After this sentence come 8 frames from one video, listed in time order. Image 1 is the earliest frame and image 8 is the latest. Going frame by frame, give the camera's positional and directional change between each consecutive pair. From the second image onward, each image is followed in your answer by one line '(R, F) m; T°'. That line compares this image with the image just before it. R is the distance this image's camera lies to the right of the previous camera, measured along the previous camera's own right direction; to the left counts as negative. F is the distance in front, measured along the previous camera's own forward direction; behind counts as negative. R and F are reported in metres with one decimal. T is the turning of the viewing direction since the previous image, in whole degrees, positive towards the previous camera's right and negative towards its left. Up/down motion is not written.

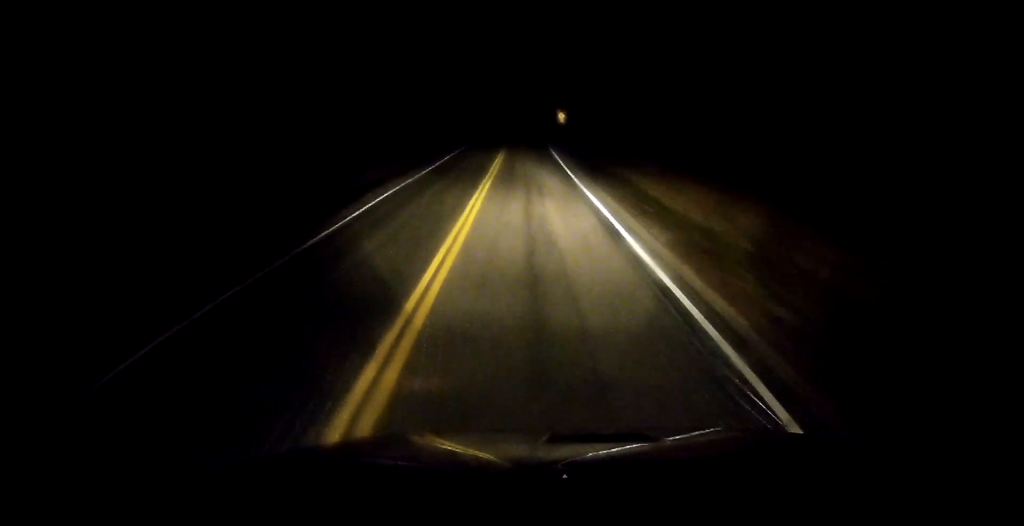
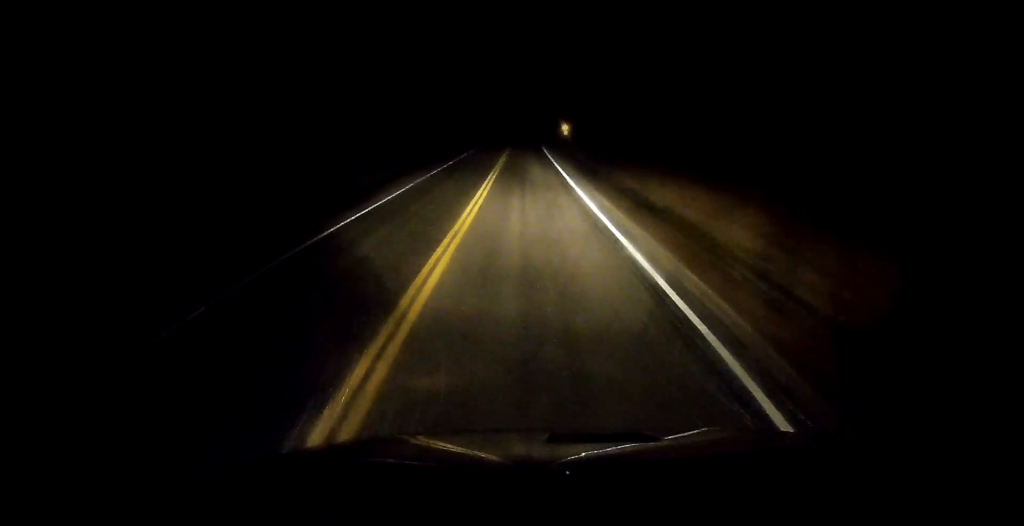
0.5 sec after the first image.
(-0.3, +11.2) m; -1°
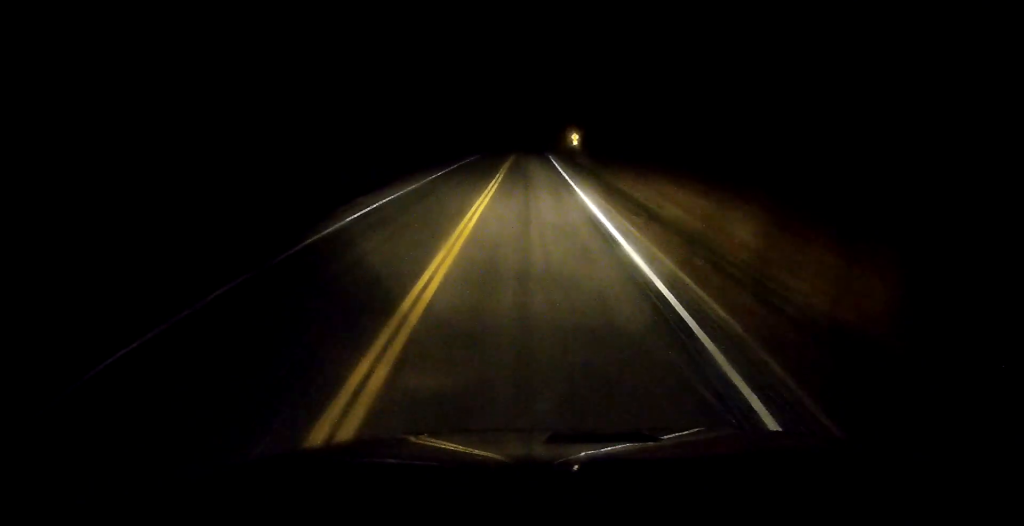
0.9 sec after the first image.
(-0.1, +11.2) m; -1°
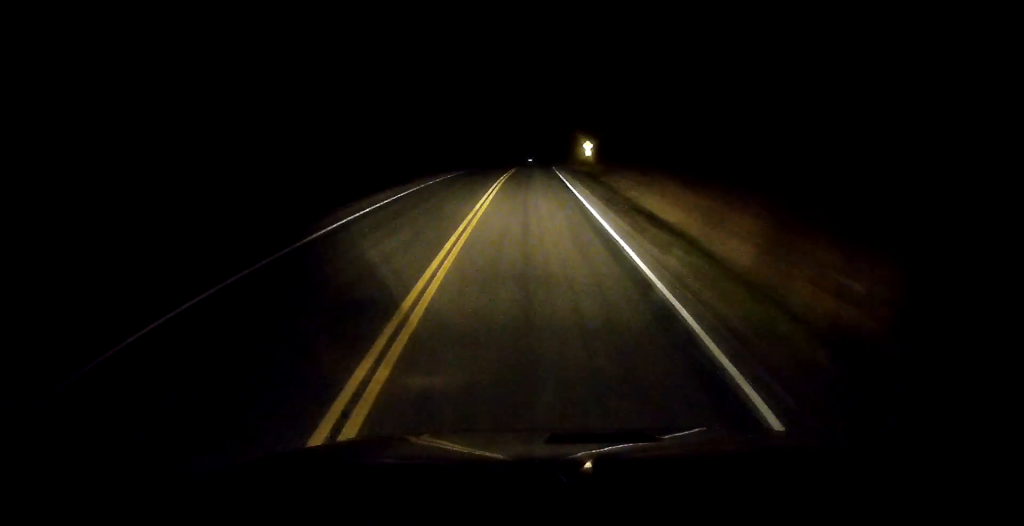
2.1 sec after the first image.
(+0.3, +26.4) m; +2°
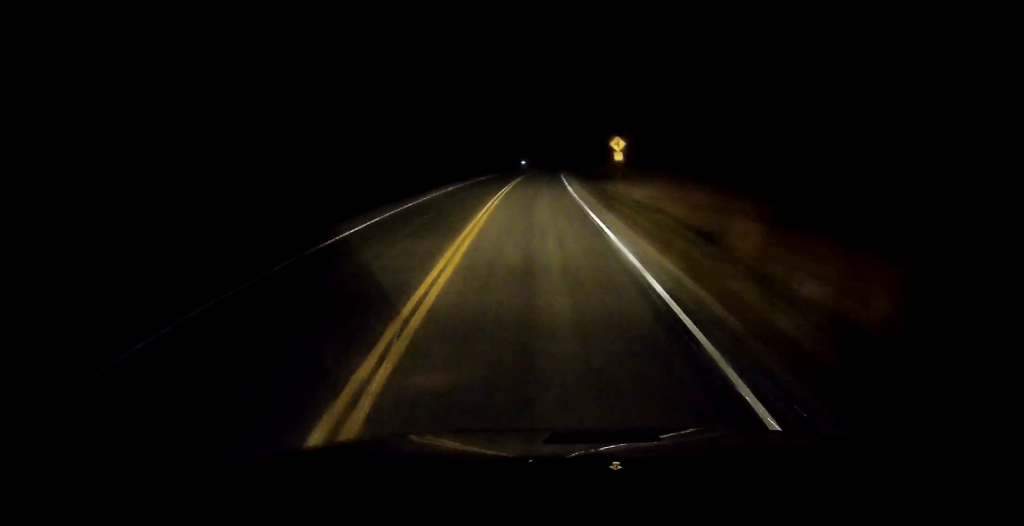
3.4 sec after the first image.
(+0.8, +31.1) m; +1°
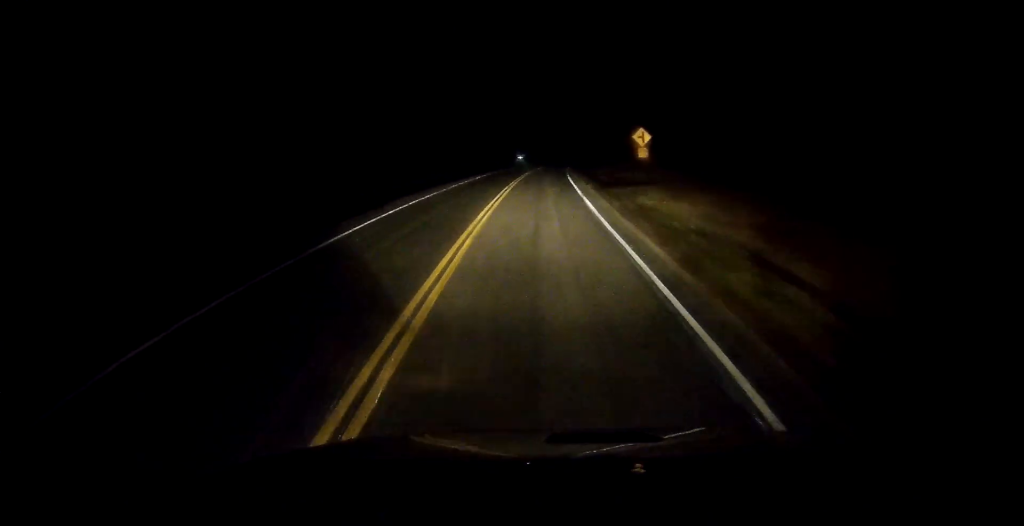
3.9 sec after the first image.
(0.0, +11.3) m; 0°
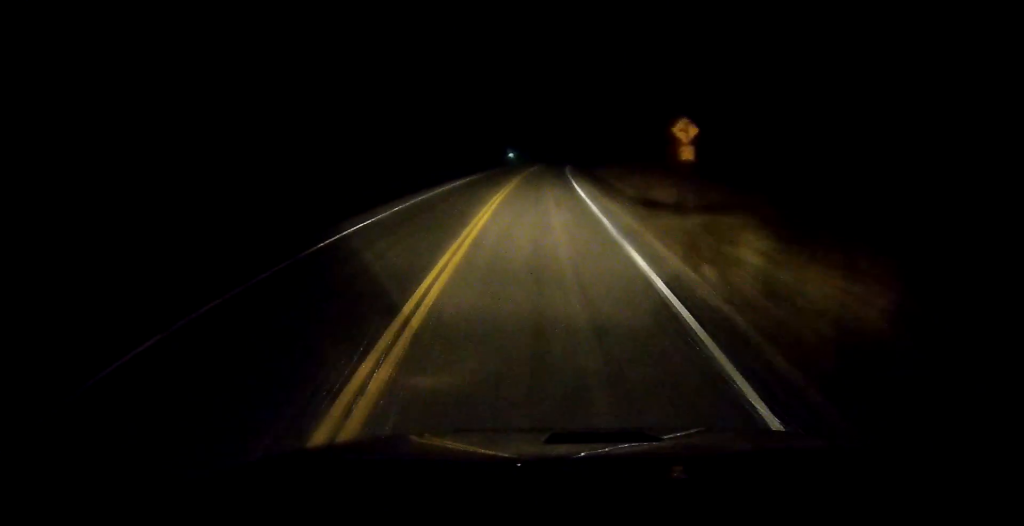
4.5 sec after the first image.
(0.0, +12.0) m; 0°
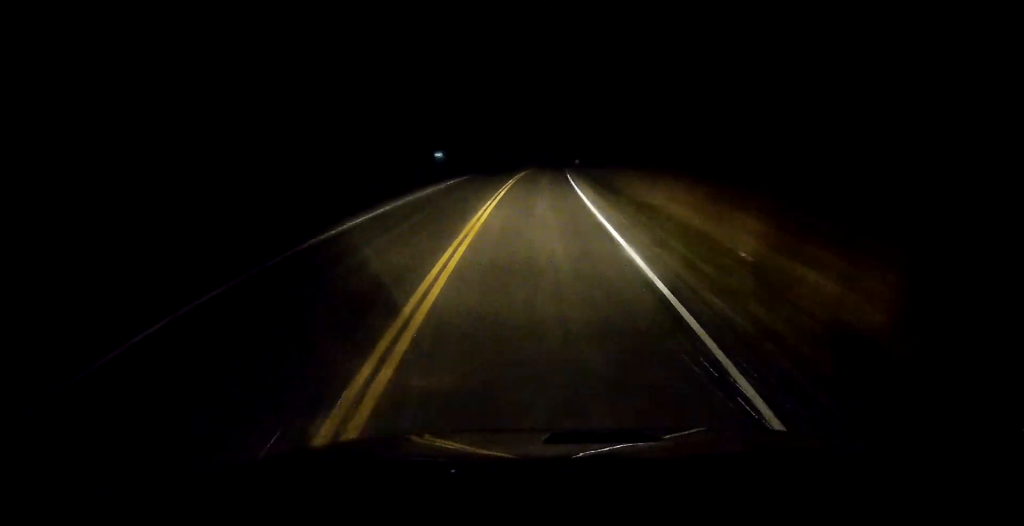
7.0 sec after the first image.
(+1.6, +56.7) m; +4°
